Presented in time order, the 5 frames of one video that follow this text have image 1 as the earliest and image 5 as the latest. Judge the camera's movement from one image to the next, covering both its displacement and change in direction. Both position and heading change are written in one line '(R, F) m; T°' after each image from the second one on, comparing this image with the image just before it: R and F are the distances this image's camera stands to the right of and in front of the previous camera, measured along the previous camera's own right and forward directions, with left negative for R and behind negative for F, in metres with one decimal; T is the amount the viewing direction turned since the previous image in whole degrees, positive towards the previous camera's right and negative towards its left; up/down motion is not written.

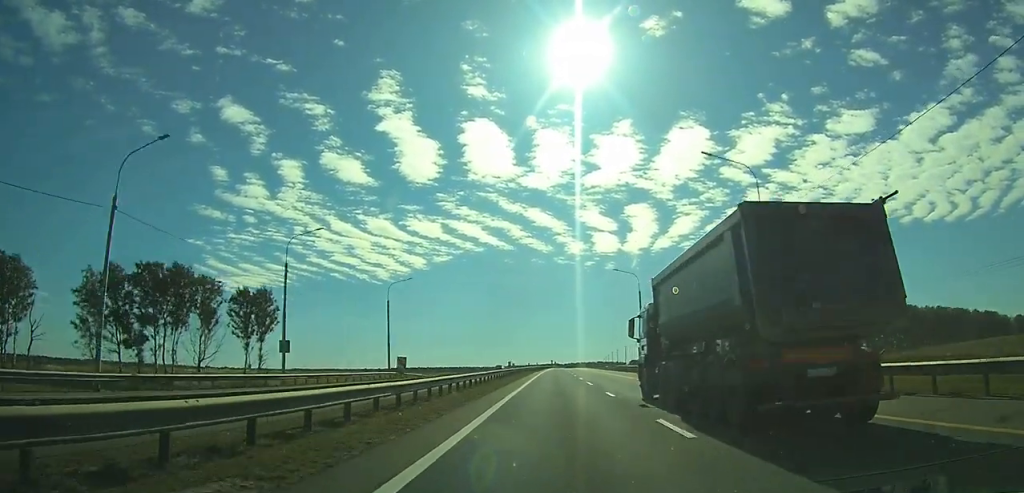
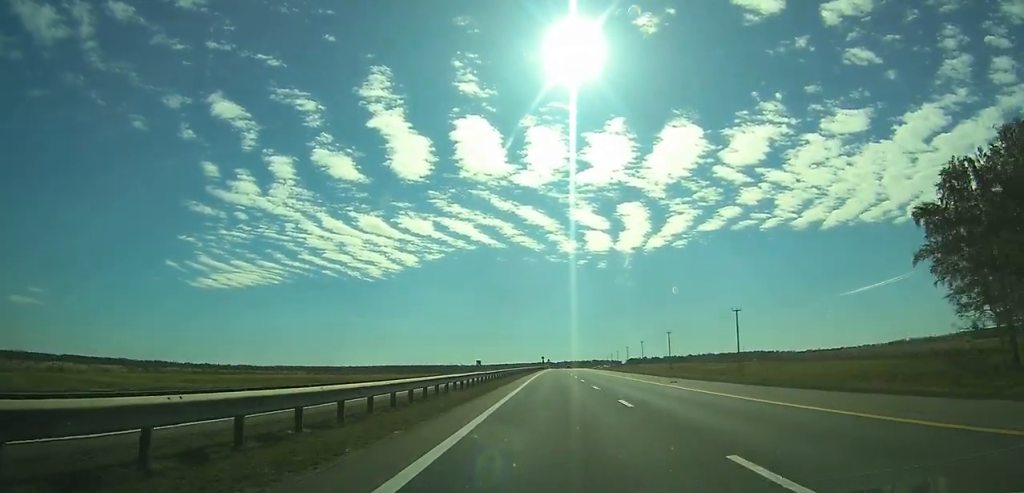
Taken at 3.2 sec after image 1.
(+0.7, +98.7) m; +1°
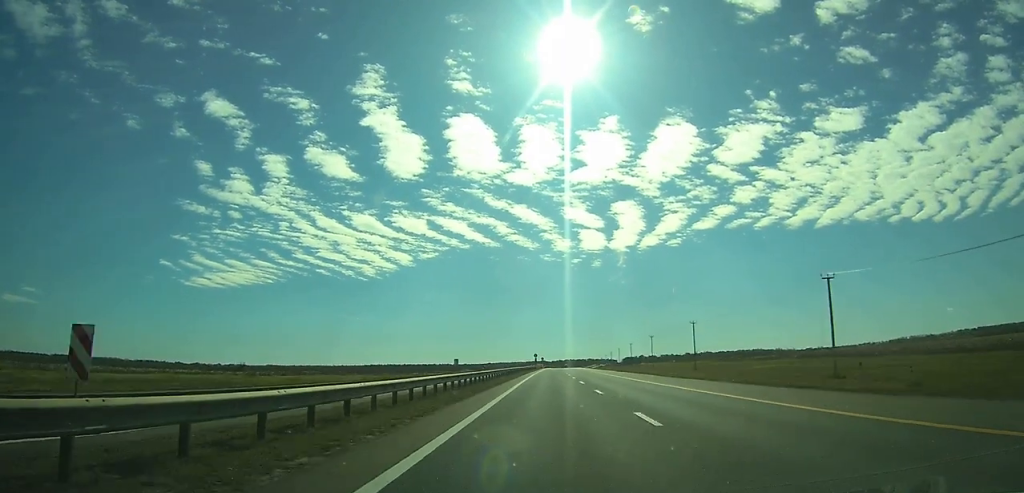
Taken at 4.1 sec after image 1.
(0.0, +28.7) m; 0°
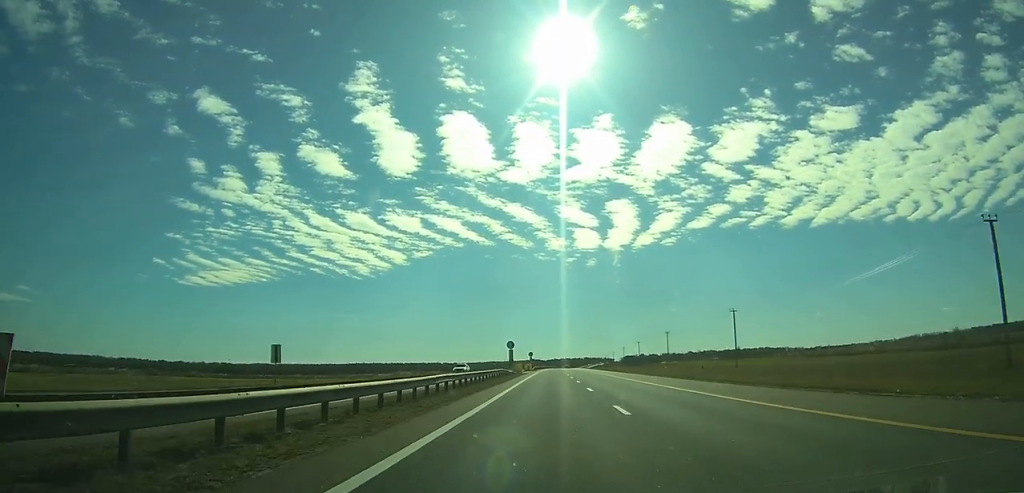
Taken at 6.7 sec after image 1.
(+0.5, +80.1) m; +1°
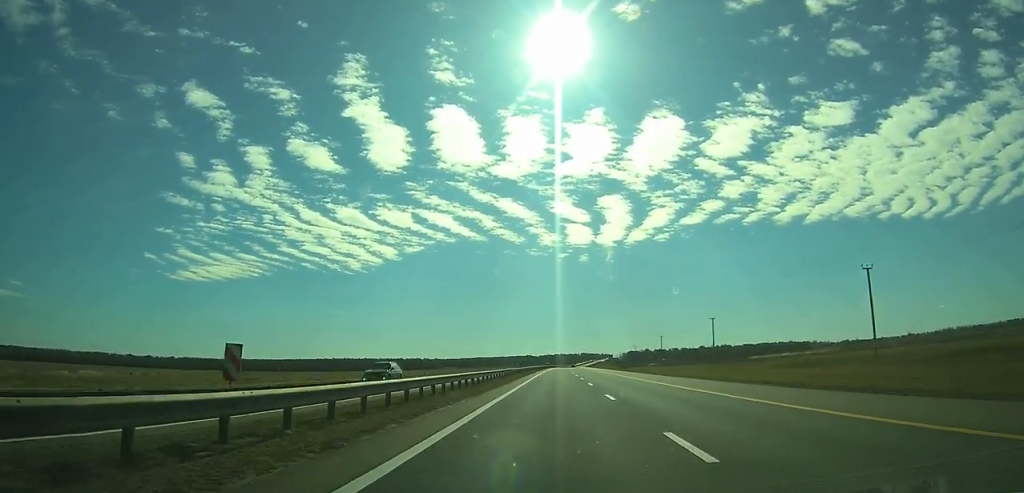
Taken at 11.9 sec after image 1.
(+1.3, +161.1) m; +1°
